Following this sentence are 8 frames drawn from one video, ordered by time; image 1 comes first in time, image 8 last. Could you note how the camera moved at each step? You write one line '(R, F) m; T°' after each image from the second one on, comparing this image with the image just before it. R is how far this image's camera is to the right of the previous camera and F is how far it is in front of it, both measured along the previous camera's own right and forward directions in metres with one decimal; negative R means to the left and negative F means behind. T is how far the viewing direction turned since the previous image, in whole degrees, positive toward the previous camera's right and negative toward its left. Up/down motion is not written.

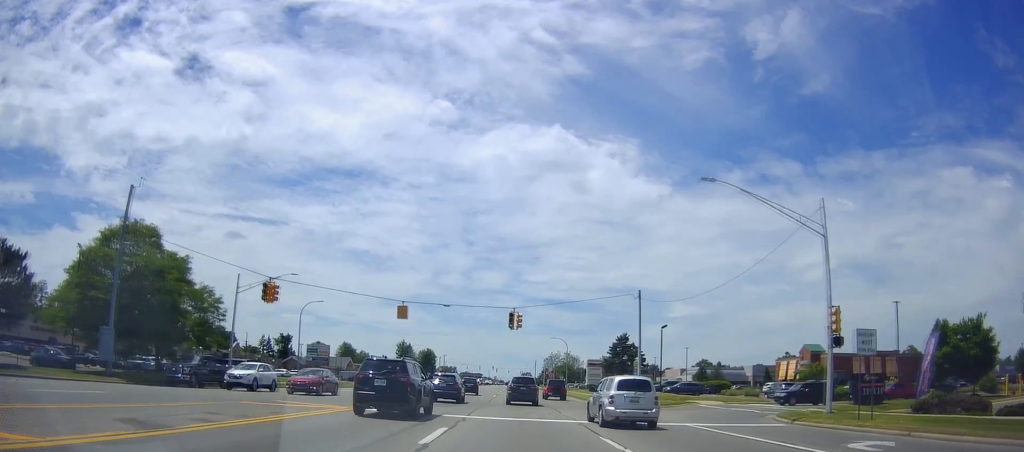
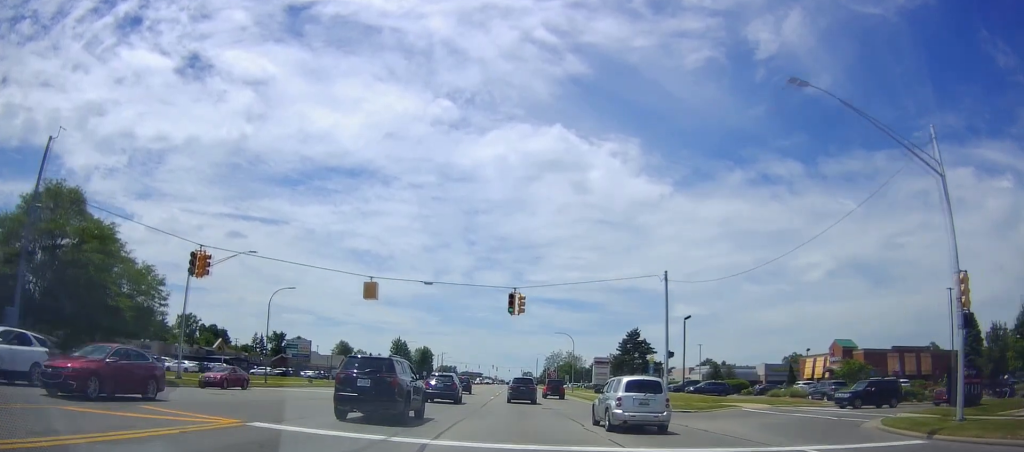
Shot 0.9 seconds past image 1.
(-0.4, +8.4) m; 0°
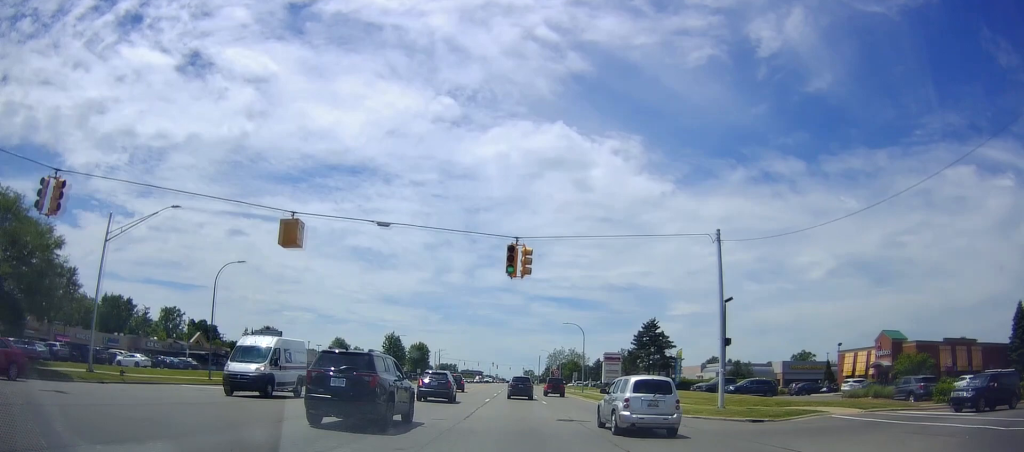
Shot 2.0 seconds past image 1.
(+0.5, +10.7) m; +3°
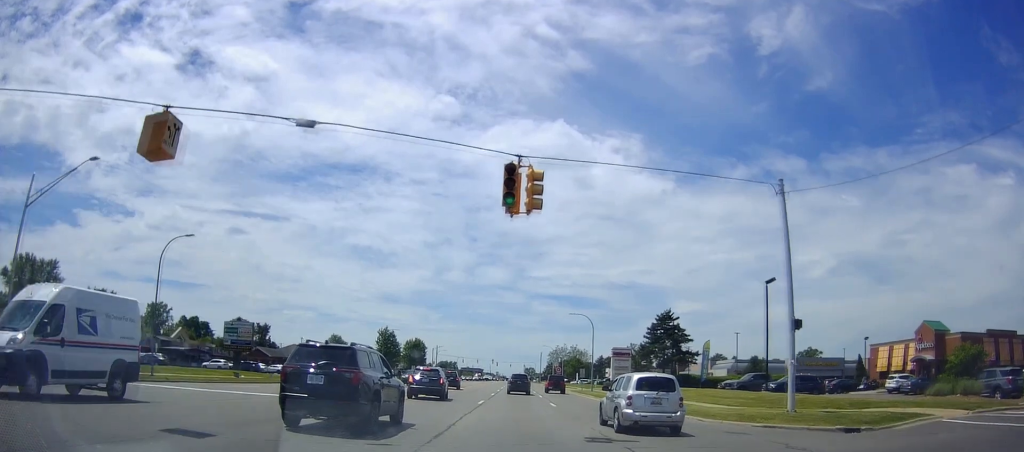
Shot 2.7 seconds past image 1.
(0.0, +7.8) m; 0°
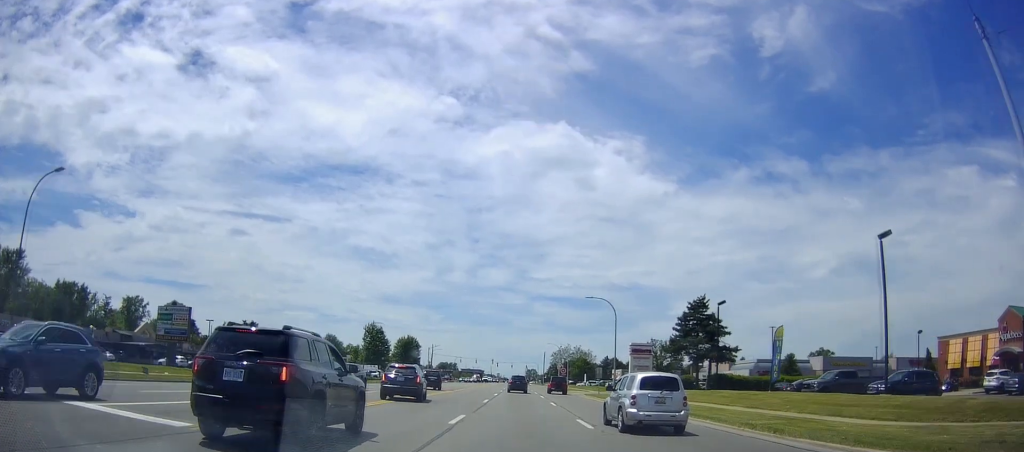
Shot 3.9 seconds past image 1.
(0.0, +13.1) m; 0°
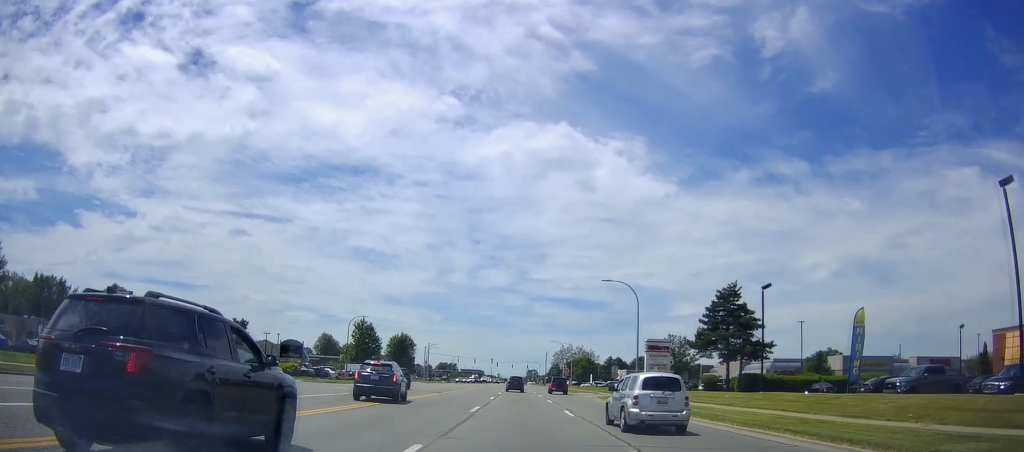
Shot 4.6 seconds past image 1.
(0.0, +8.9) m; -2°
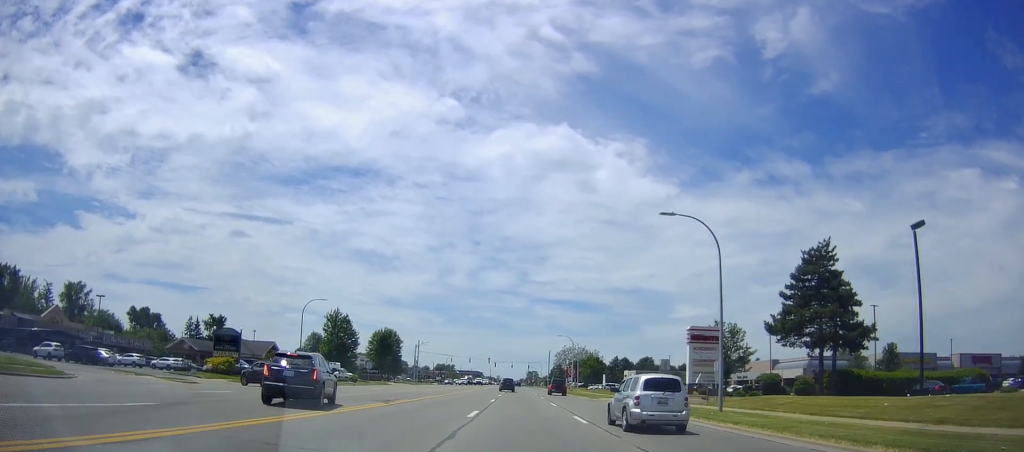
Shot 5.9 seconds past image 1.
(-0.6, +17.0) m; -1°
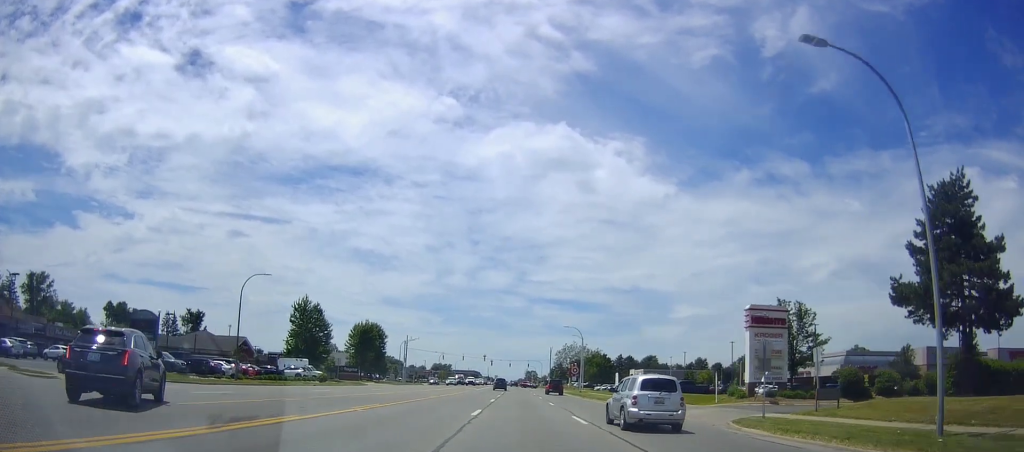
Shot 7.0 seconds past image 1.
(+0.6, +14.3) m; +2°
